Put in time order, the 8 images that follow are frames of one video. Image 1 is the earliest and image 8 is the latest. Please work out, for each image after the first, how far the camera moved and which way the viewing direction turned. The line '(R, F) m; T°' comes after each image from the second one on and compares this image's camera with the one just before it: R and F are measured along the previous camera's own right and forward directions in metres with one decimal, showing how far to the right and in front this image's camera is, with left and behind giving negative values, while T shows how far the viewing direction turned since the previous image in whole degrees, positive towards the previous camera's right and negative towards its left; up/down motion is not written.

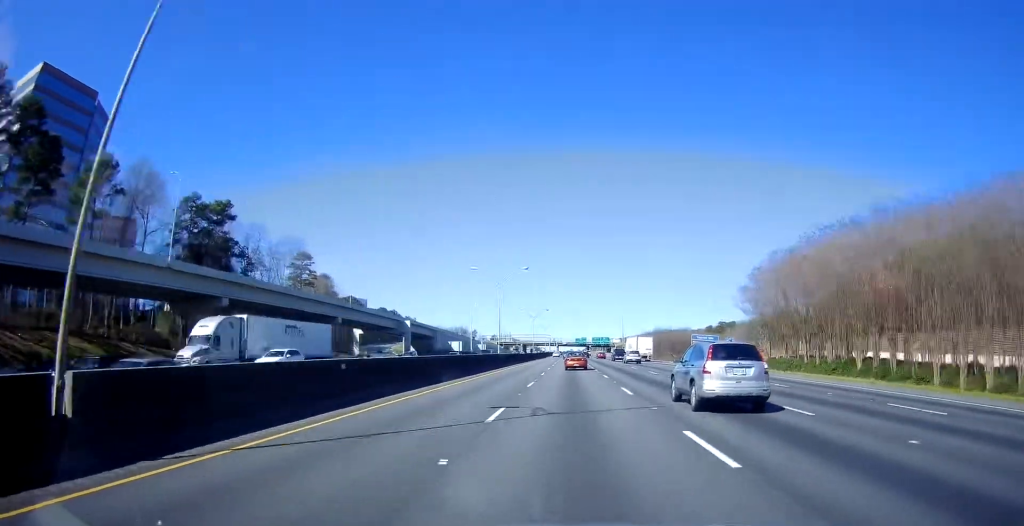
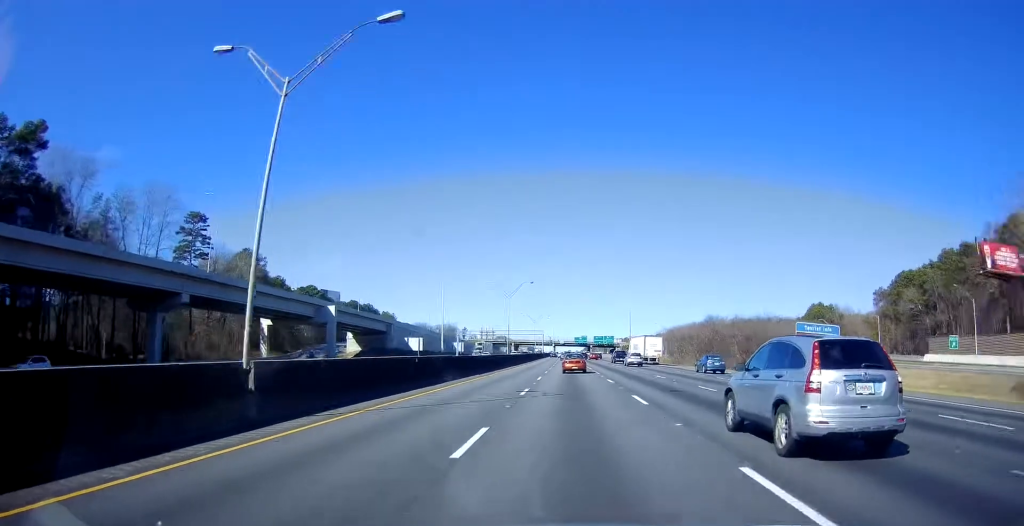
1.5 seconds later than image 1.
(-0.7, +51.2) m; -1°
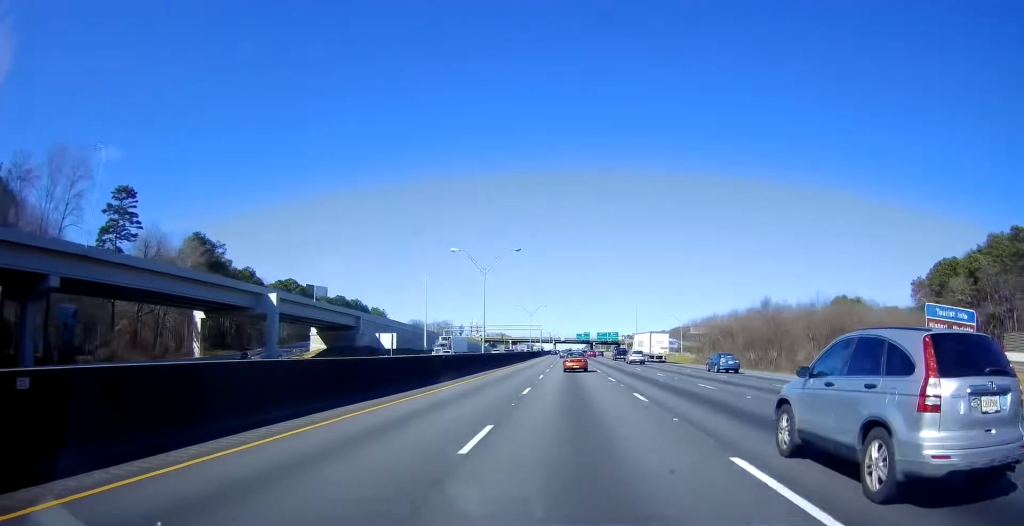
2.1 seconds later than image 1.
(0.0, +23.4) m; 0°
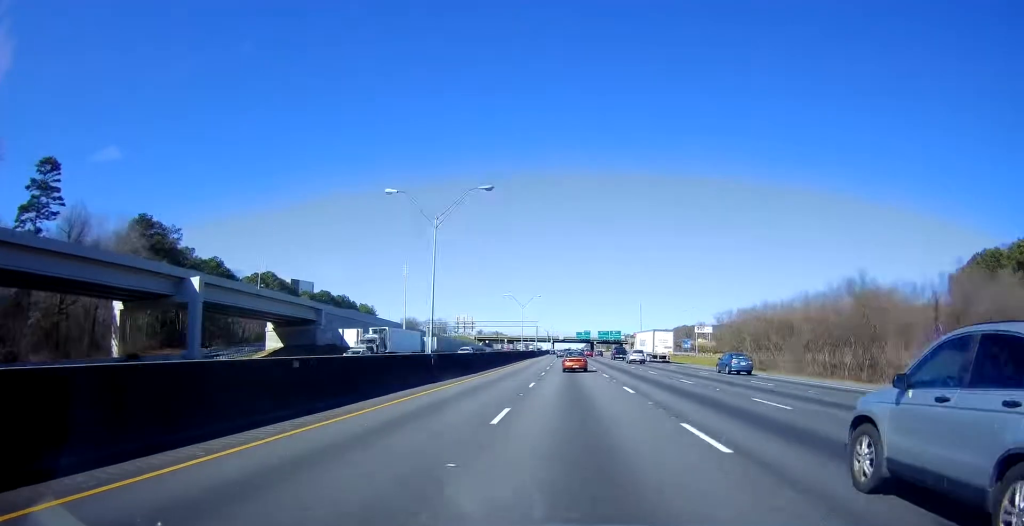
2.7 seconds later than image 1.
(-0.1, +20.4) m; 0°
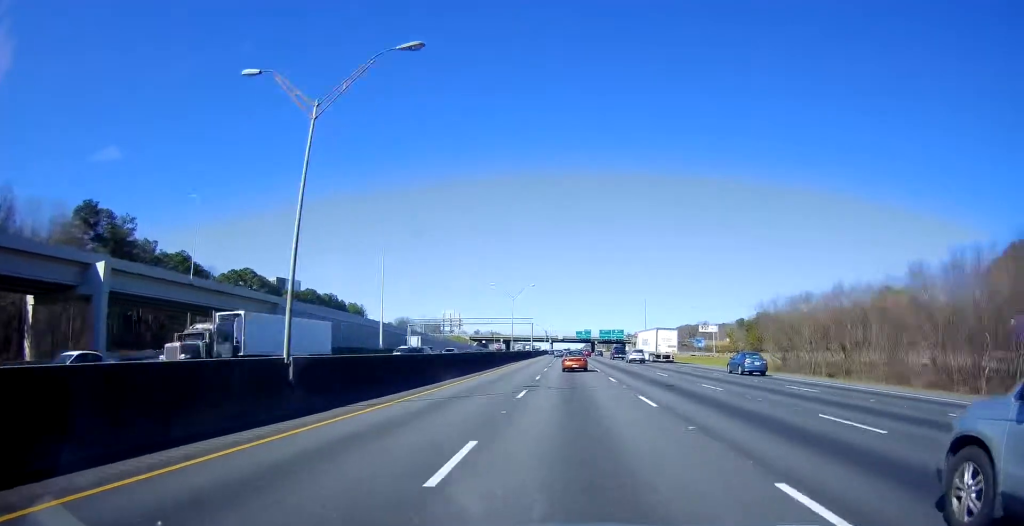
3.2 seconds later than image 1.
(0.0, +17.5) m; 0°
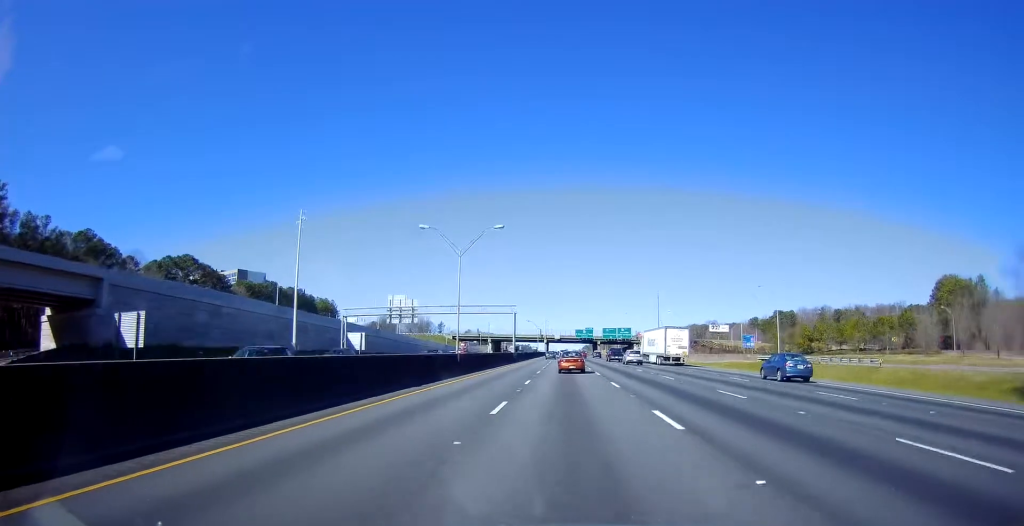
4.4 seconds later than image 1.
(+0.3, +40.7) m; 0°
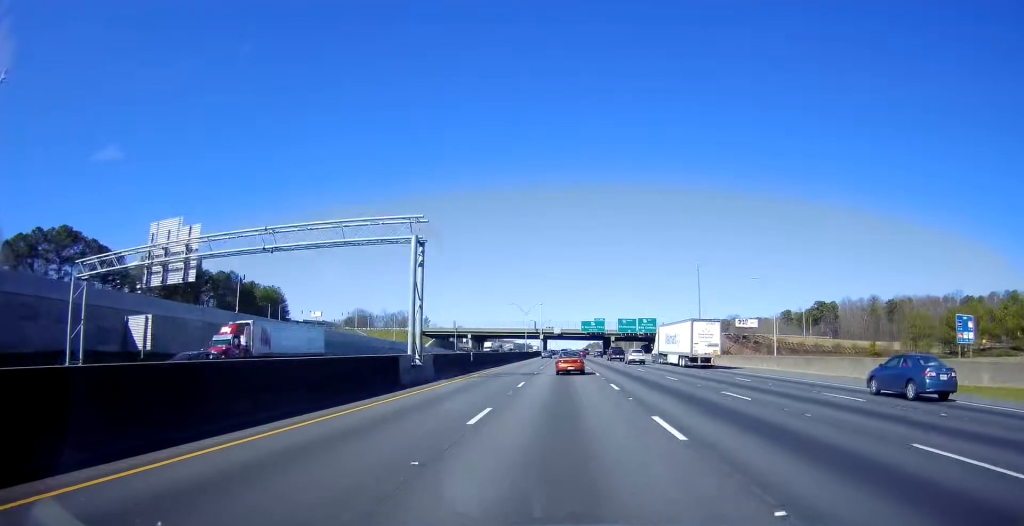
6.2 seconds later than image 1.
(-0.1, +61.7) m; 0°
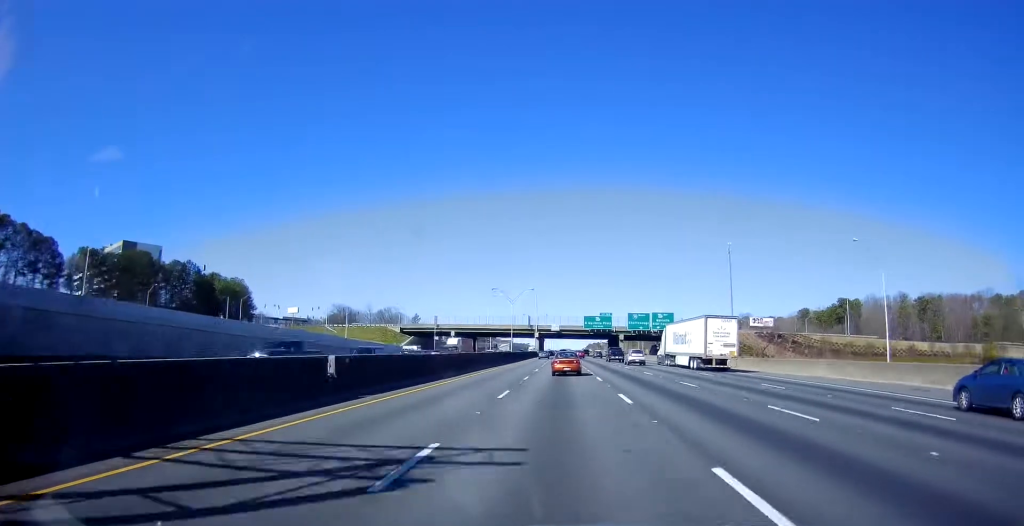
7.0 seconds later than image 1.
(+0.4, +29.8) m; 0°
